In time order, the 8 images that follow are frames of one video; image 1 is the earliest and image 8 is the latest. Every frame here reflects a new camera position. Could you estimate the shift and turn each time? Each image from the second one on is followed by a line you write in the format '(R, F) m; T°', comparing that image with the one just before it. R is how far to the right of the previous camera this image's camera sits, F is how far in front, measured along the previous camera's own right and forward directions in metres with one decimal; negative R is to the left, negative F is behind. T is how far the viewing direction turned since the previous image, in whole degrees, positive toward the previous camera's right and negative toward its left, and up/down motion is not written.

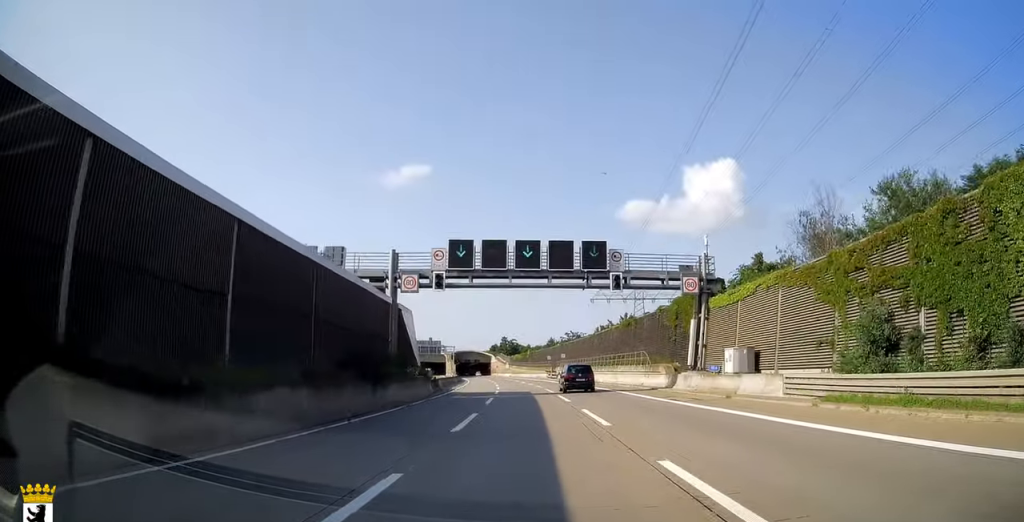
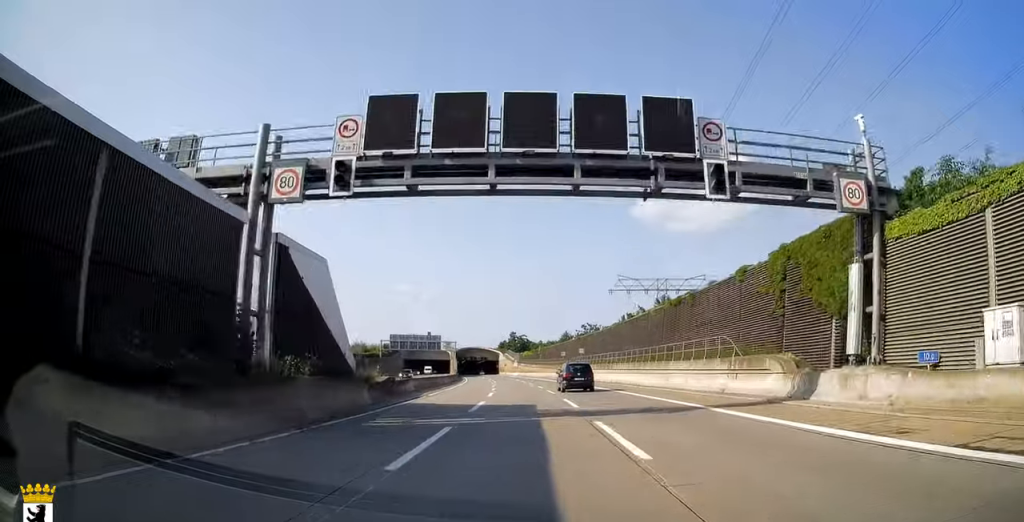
(-0.2, +17.8) m; -1°
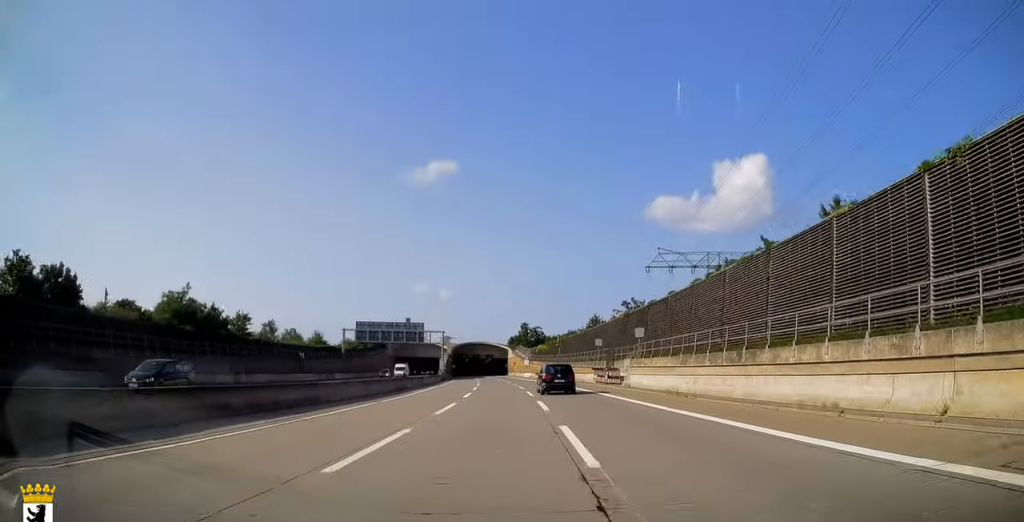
(-0.7, +36.1) m; -2°
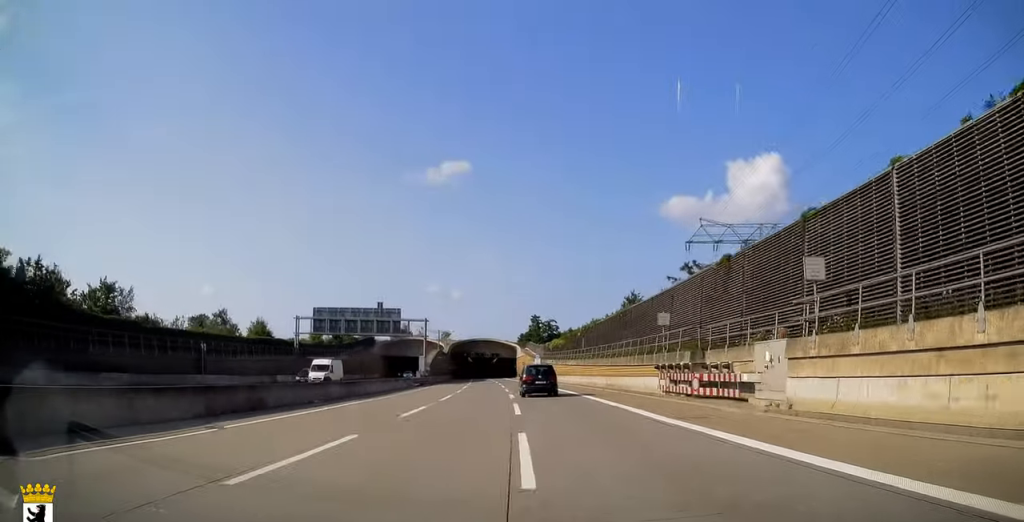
(-0.3, +24.9) m; -1°
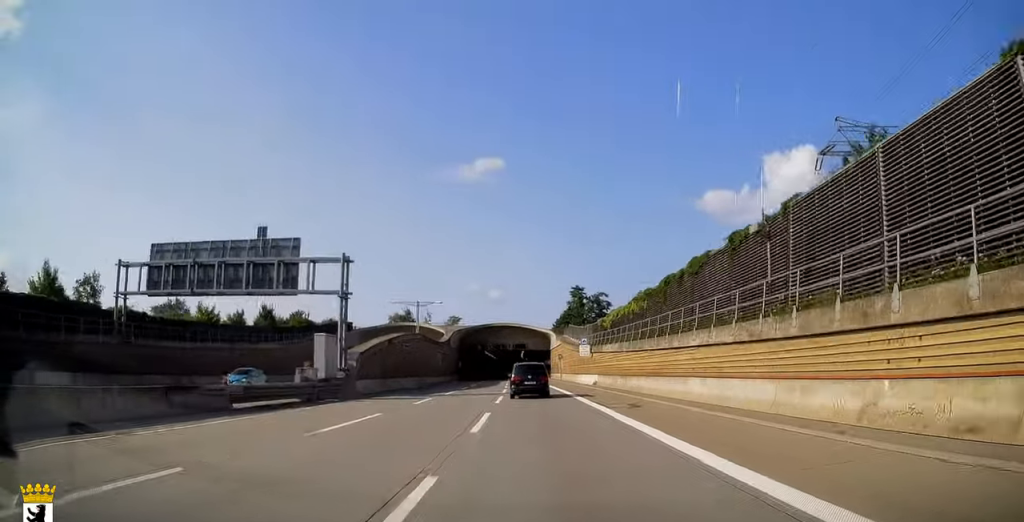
(-0.9, +41.6) m; -3°
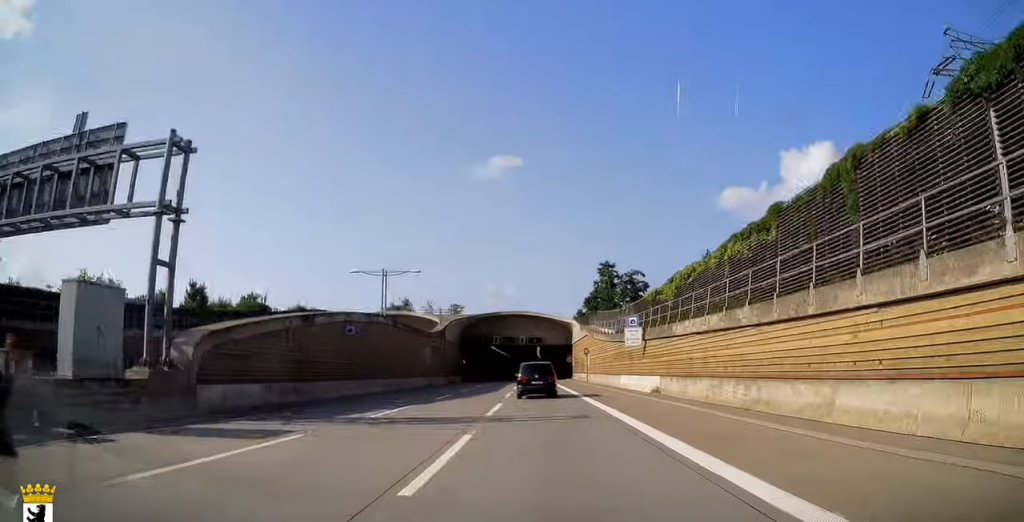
(-0.2, +18.9) m; -1°
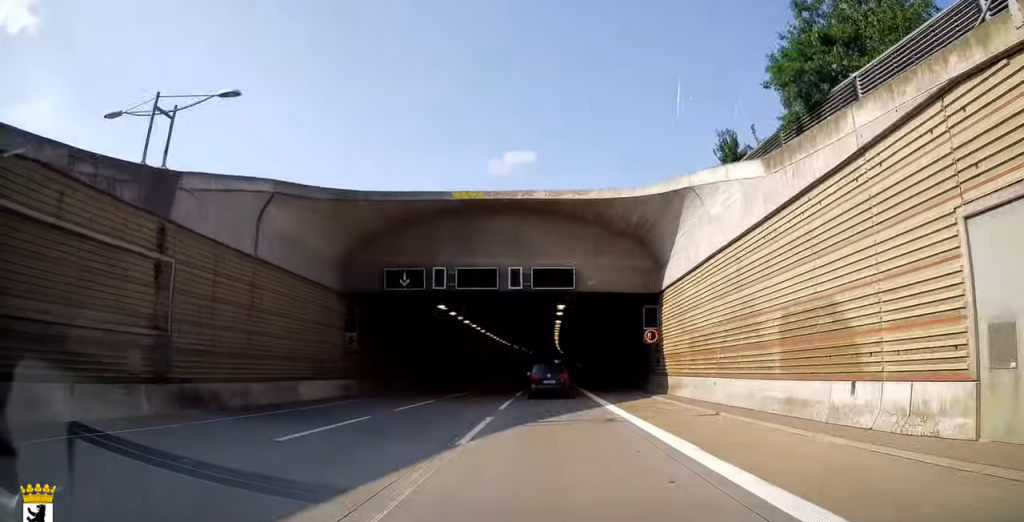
(-1.5, +55.7) m; -2°
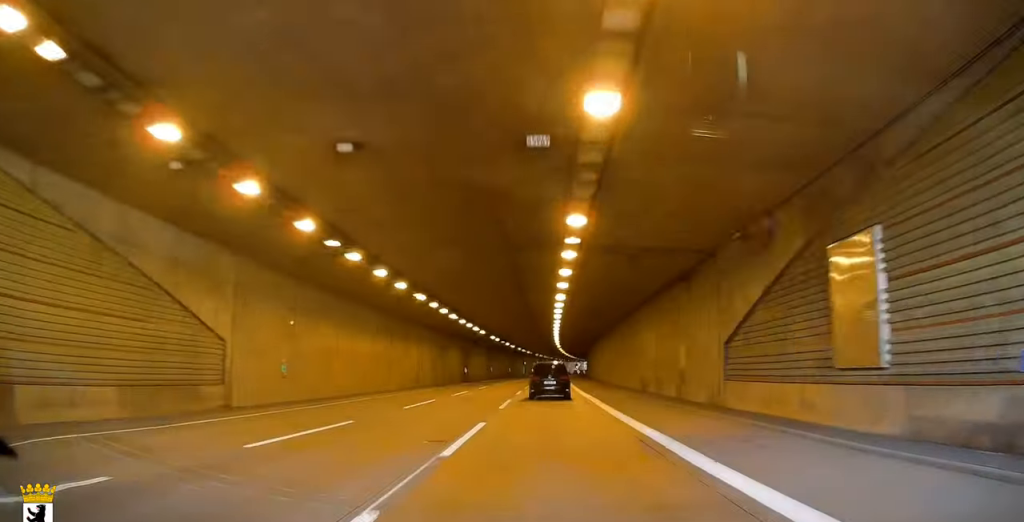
(0.0, +31.1) m; 0°
